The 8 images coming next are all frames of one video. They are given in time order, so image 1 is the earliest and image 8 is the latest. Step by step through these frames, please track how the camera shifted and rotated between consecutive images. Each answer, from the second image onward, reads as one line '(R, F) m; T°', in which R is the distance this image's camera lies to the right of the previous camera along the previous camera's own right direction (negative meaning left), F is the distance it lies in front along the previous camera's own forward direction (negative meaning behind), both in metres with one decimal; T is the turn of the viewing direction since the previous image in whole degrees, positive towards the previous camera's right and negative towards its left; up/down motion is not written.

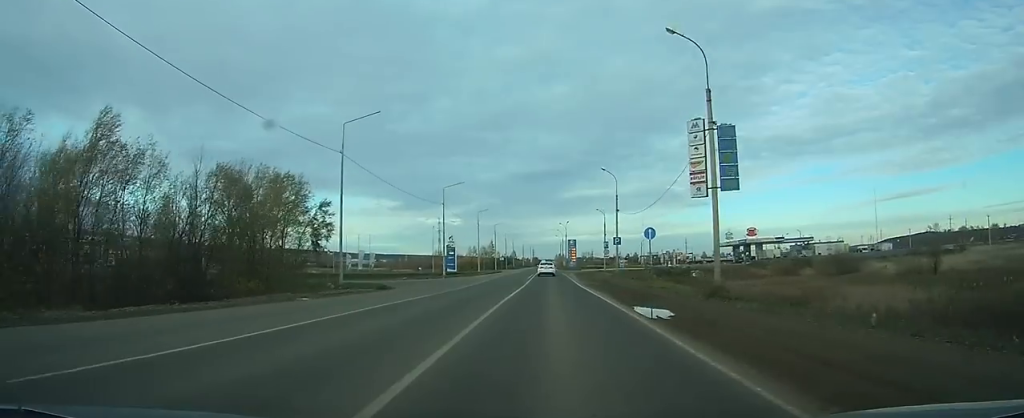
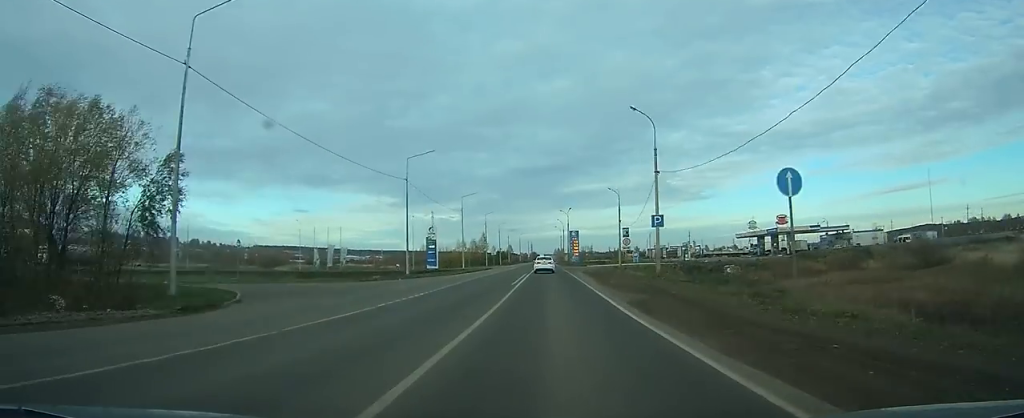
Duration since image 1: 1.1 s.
(0.0, +20.4) m; 0°
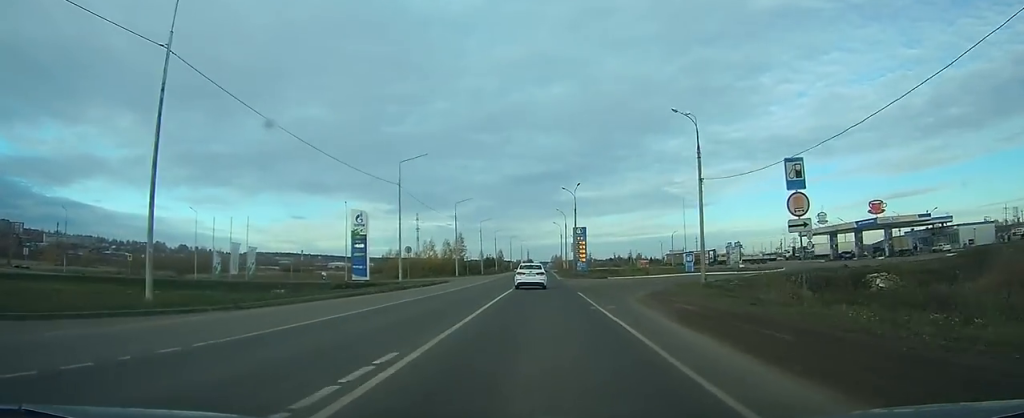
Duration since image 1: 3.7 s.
(+0.3, +44.9) m; +1°
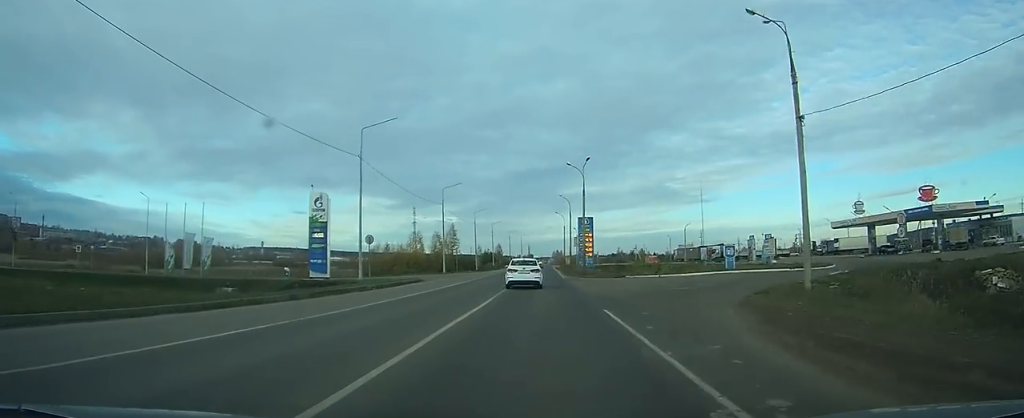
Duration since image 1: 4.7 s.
(0.0, +14.1) m; 0°
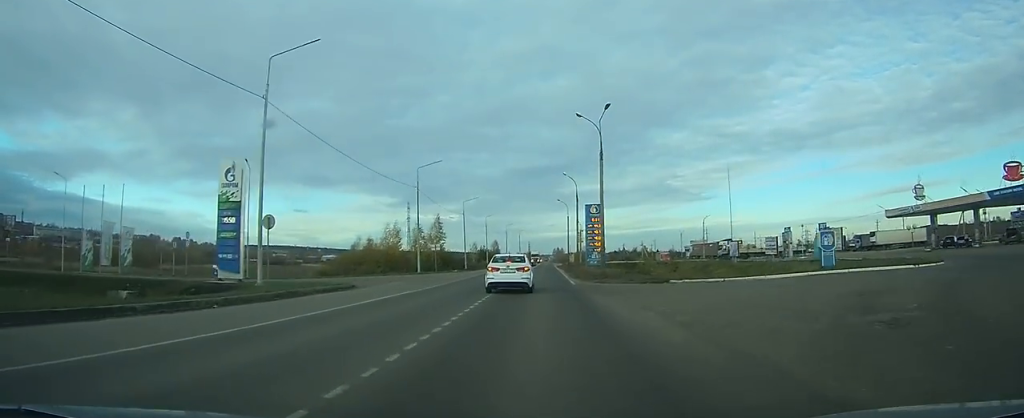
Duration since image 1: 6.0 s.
(0.0, +17.5) m; 0°
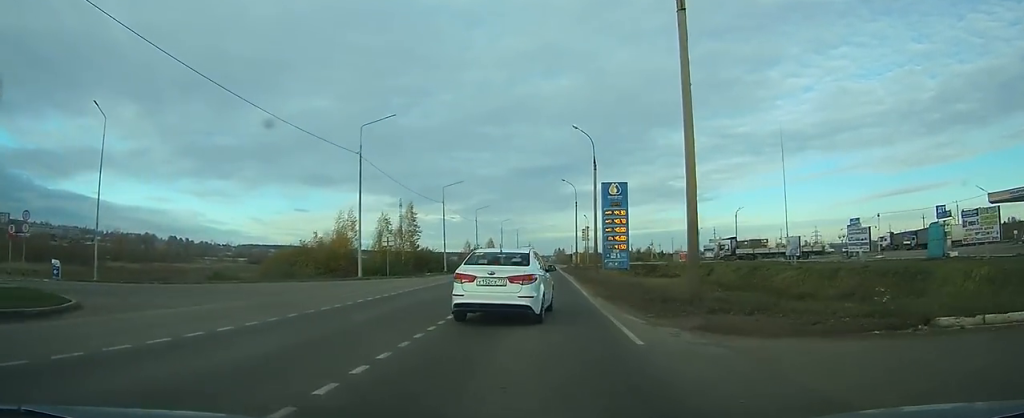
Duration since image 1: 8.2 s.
(-0.1, +21.9) m; 0°
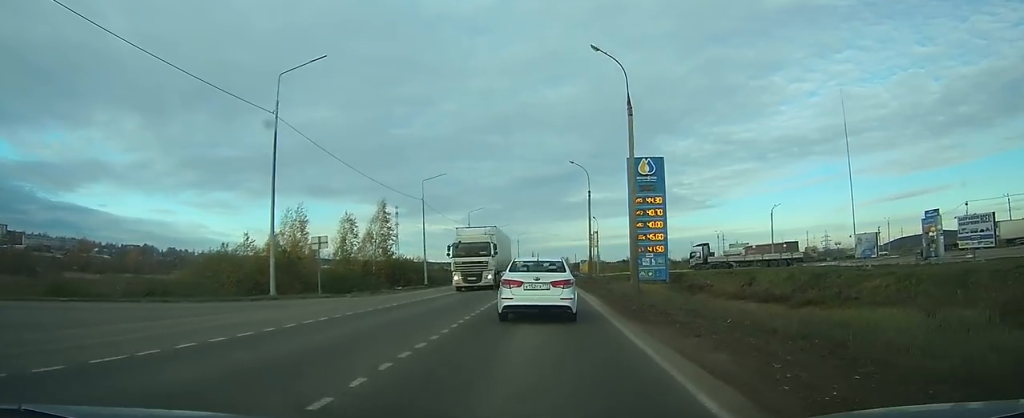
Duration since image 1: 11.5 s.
(+0.2, +21.9) m; +1°
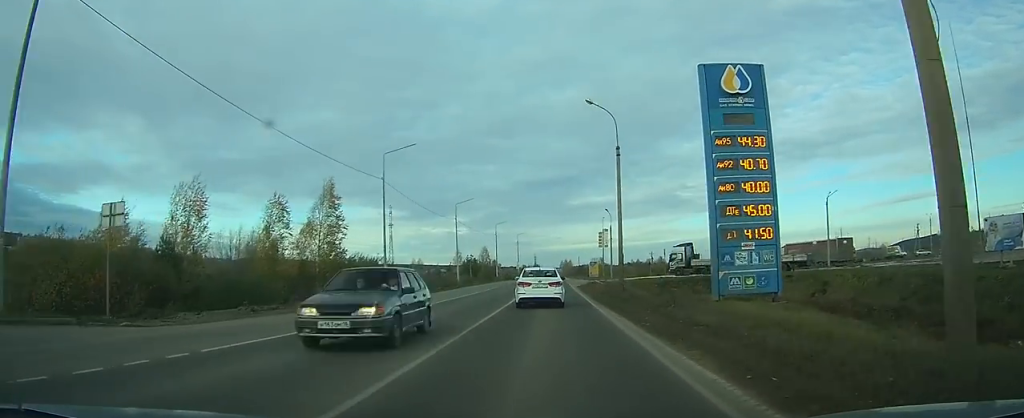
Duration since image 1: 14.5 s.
(-0.2, +16.7) m; -2°
